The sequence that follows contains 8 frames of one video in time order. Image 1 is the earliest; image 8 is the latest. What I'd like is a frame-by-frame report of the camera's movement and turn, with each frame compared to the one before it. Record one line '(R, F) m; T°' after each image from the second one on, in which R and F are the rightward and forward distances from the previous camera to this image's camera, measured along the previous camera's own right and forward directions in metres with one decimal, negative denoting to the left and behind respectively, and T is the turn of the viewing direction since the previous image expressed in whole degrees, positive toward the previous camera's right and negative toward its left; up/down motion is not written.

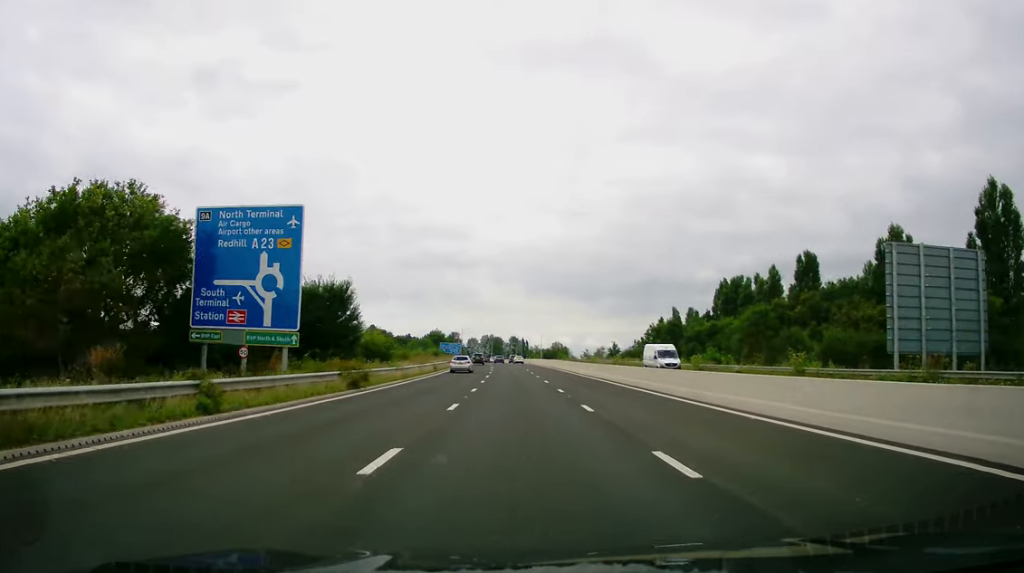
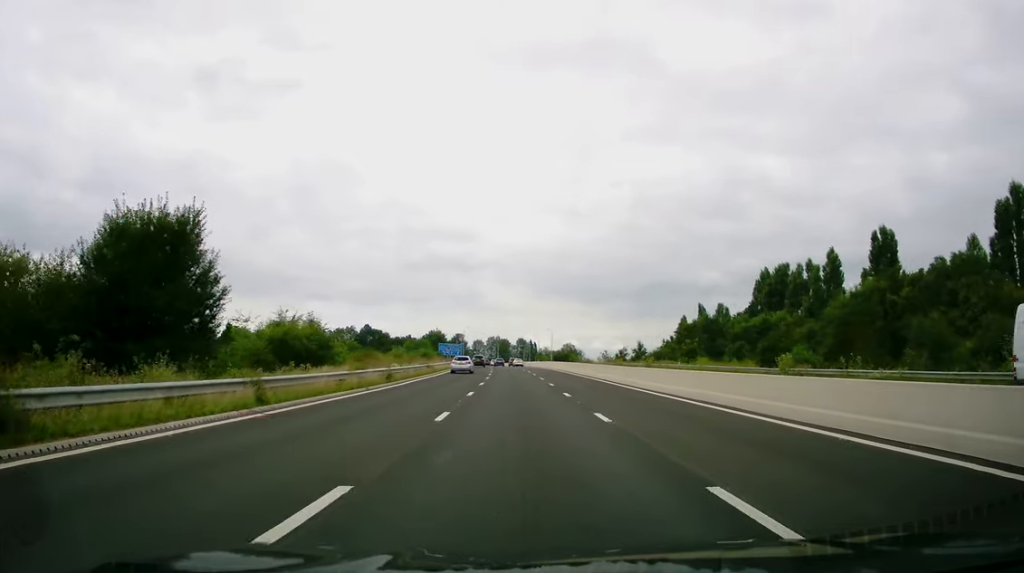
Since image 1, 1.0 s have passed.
(+0.1, +22.2) m; 0°
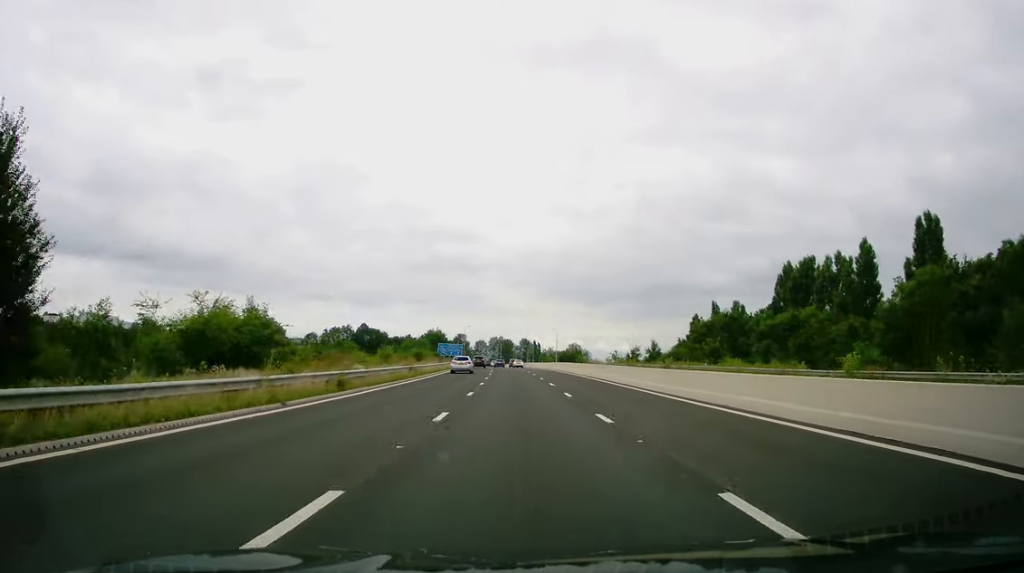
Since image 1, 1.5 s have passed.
(0.0, +9.9) m; 0°
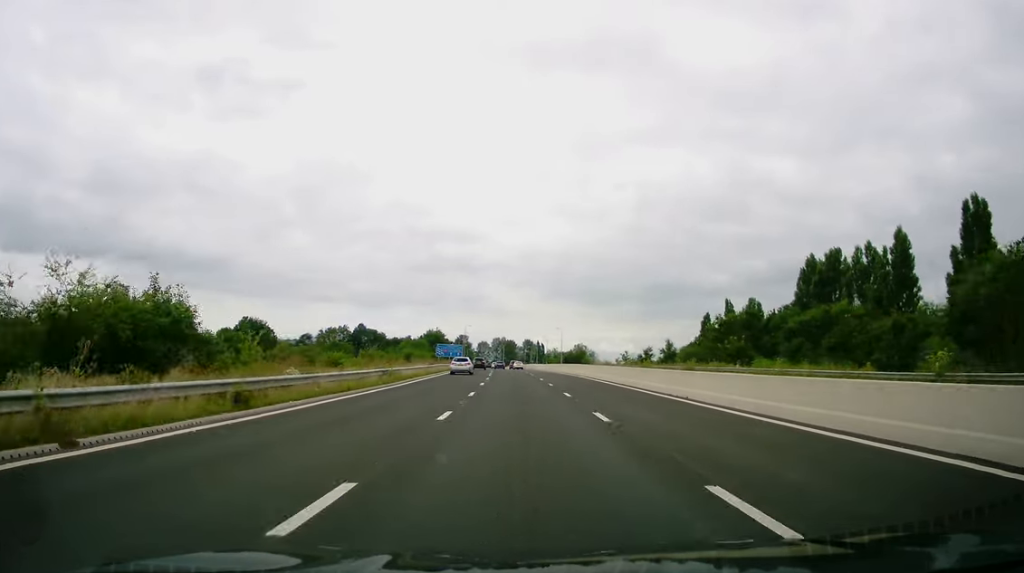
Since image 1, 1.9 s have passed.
(-0.2, +9.1) m; -1°
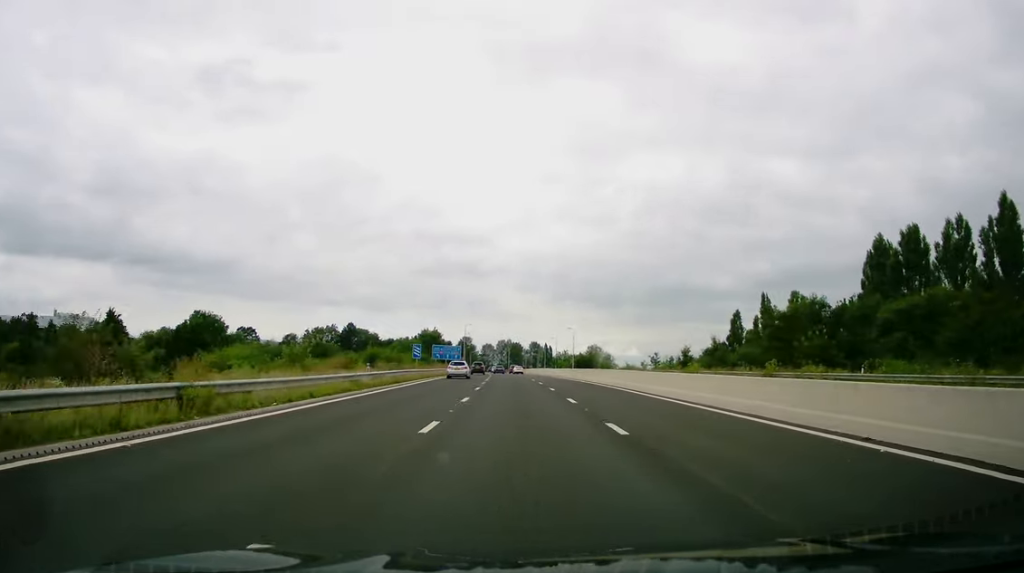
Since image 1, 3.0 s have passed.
(-0.2, +21.7) m; -1°
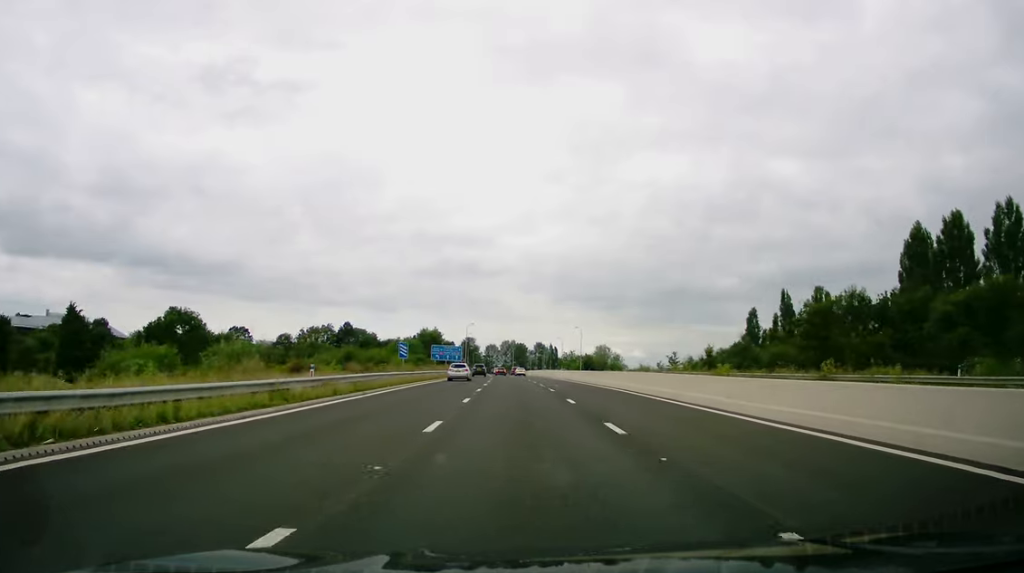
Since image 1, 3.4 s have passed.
(0.0, +9.1) m; 0°
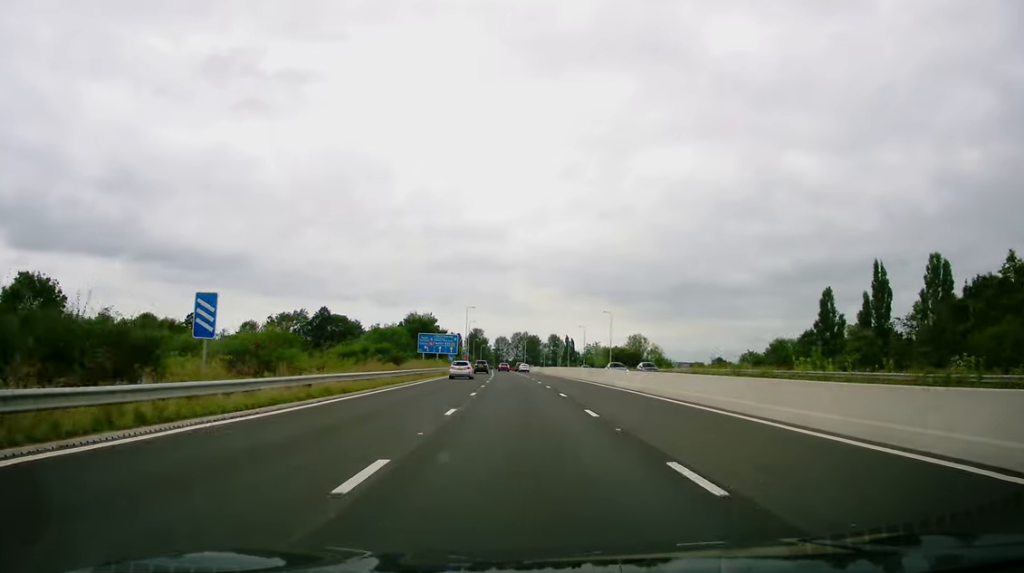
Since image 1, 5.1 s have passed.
(-0.7, +34.8) m; -1°
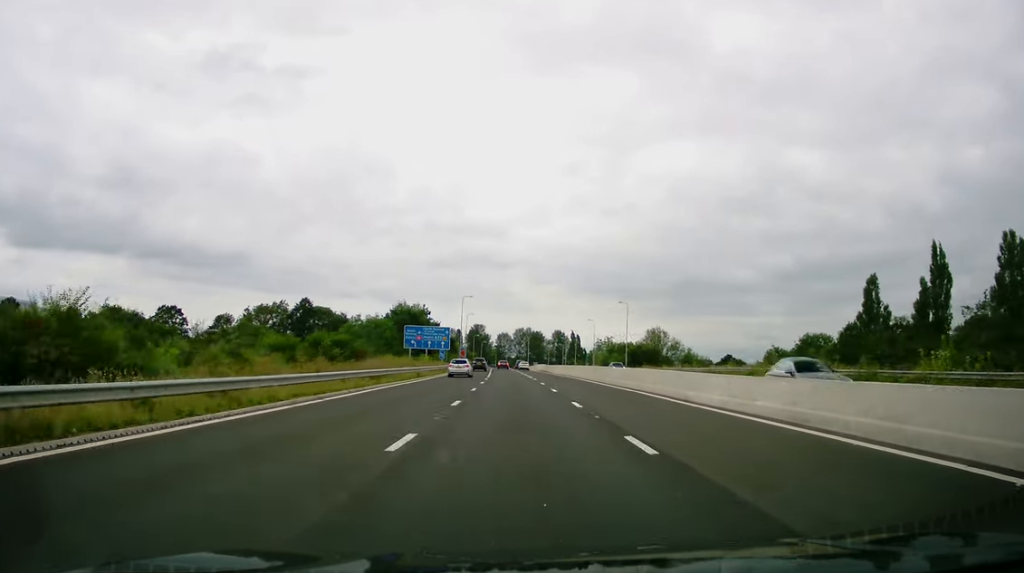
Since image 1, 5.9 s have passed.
(+0.1, +16.6) m; 0°
